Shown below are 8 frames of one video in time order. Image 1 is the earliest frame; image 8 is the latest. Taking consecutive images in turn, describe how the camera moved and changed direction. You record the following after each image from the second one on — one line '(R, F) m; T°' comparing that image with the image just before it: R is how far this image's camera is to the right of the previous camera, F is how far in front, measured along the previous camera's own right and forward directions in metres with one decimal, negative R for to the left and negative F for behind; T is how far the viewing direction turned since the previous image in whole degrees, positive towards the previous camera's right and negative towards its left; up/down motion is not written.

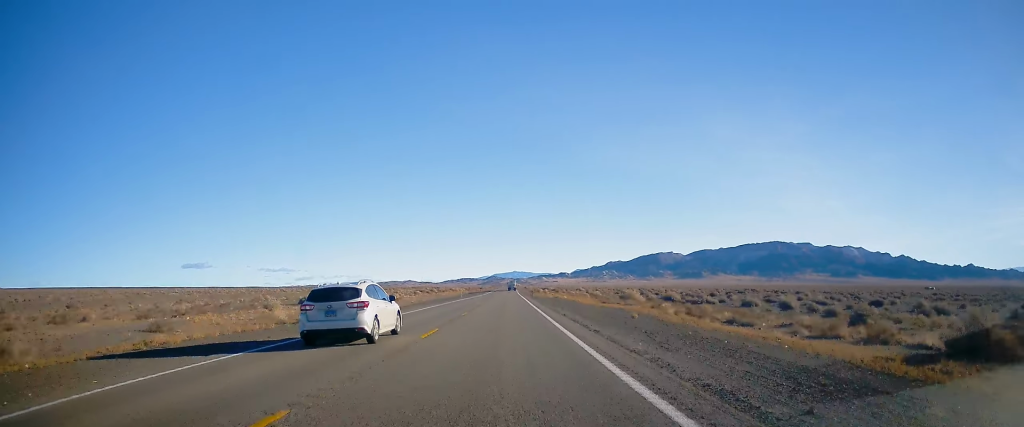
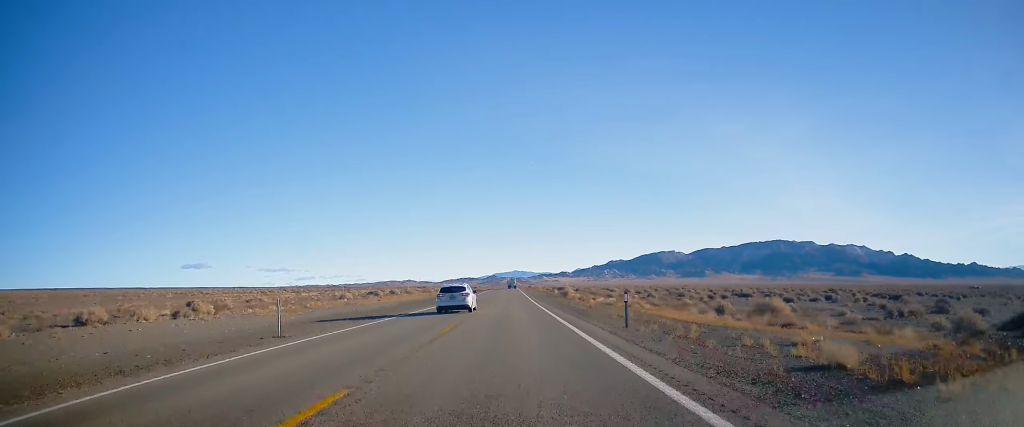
(+0.7, +71.8) m; 0°
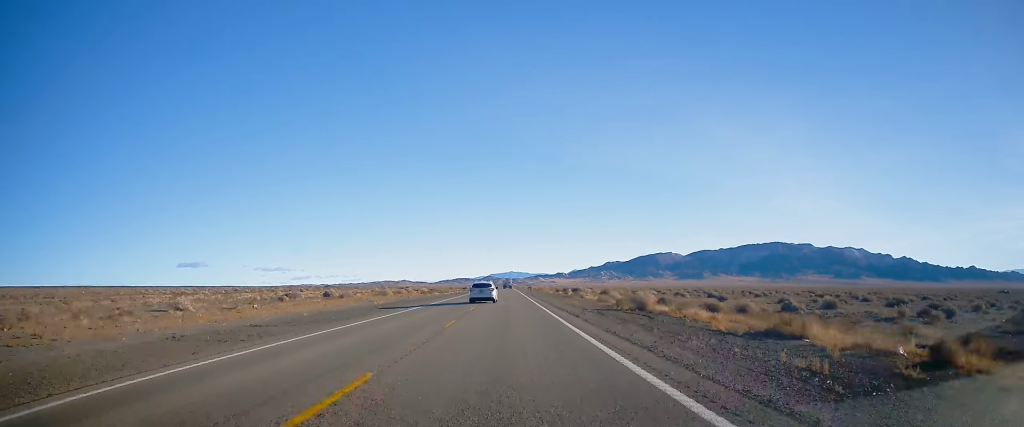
(-0.5, +47.4) m; 0°
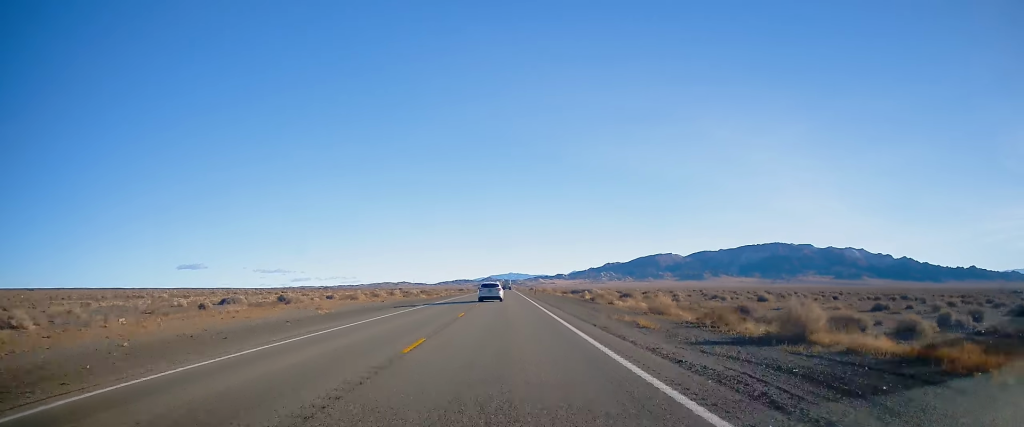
(+0.2, +18.6) m; 0°
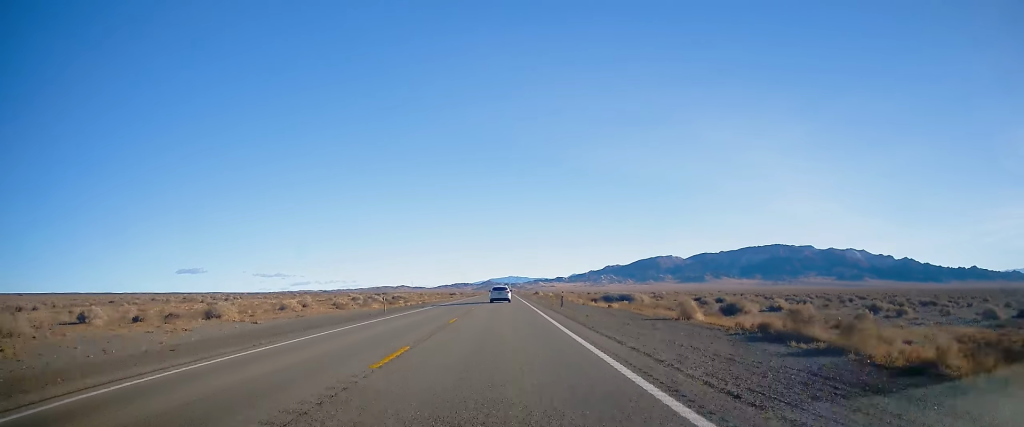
(-0.1, +38.3) m; 0°
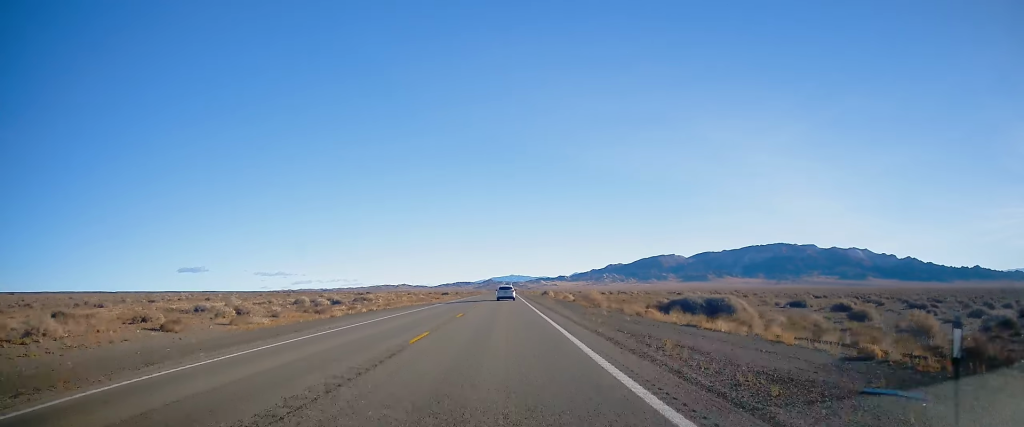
(-0.1, +32.5) m; 0°
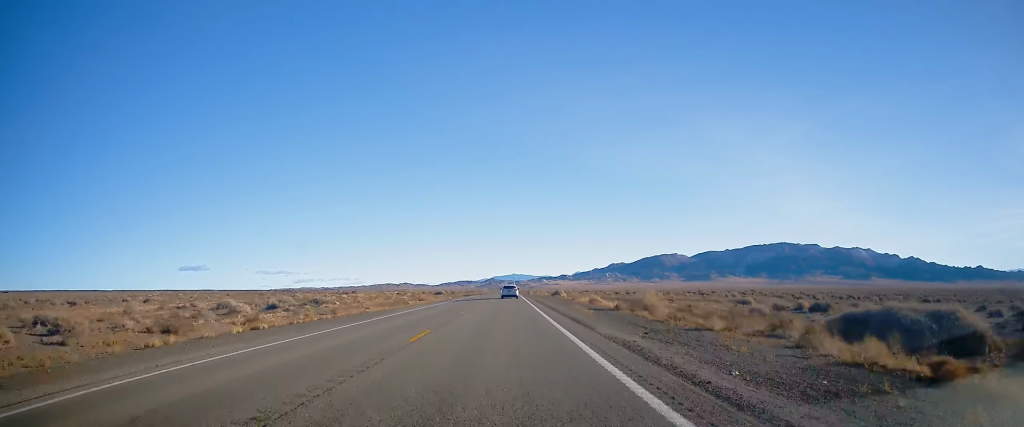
(+0.4, +24.4) m; 0°
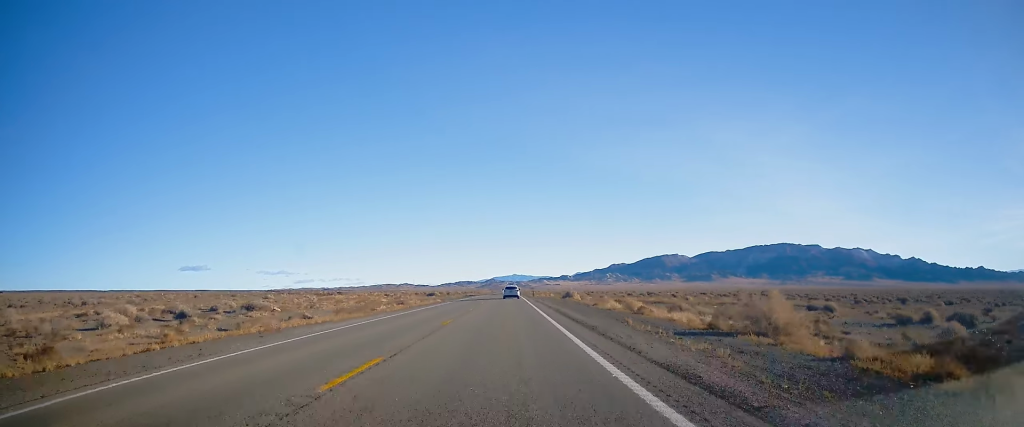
(-0.1, +18.3) m; -1°
